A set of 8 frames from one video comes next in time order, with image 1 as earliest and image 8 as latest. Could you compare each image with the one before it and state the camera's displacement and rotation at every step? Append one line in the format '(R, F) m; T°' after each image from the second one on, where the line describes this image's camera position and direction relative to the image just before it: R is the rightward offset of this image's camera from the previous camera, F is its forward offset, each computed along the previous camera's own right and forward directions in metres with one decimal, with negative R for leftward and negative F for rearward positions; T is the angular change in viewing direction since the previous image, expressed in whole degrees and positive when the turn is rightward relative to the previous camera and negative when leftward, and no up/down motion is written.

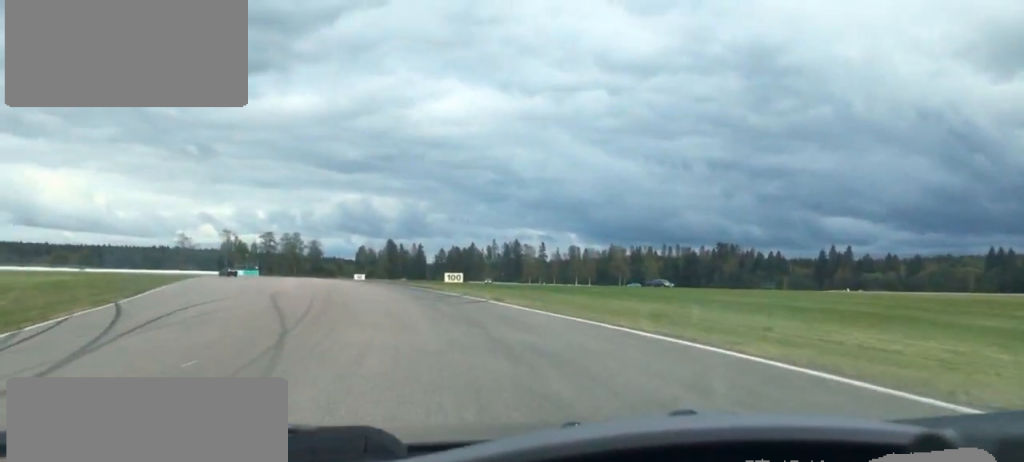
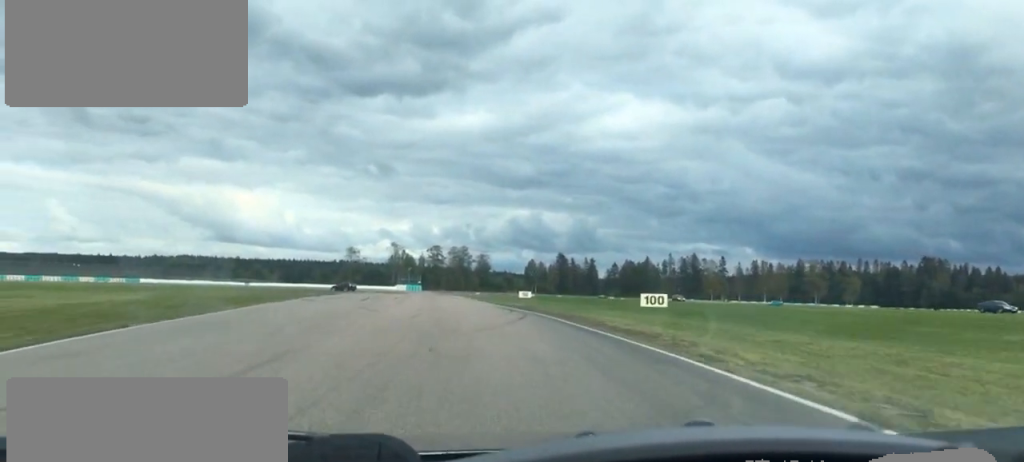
(-2.0, +18.1) m; -7°
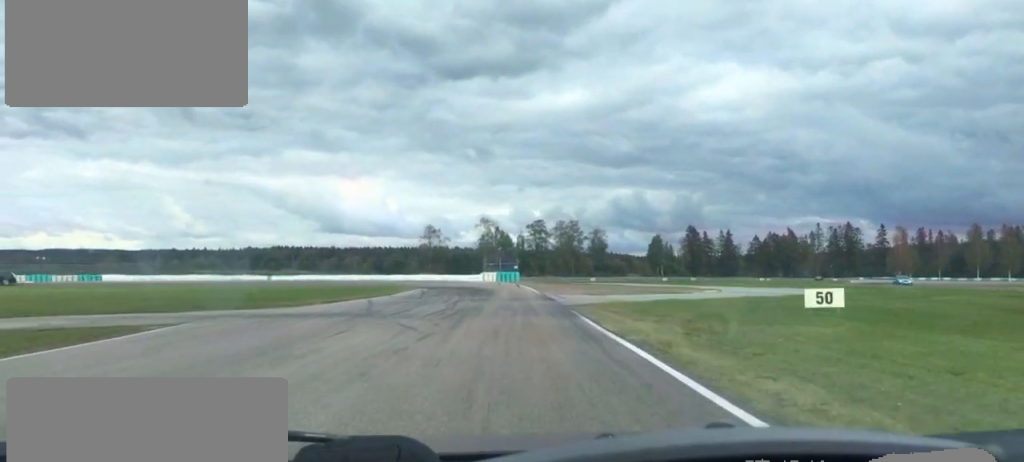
(-5.5, +62.1) m; -7°
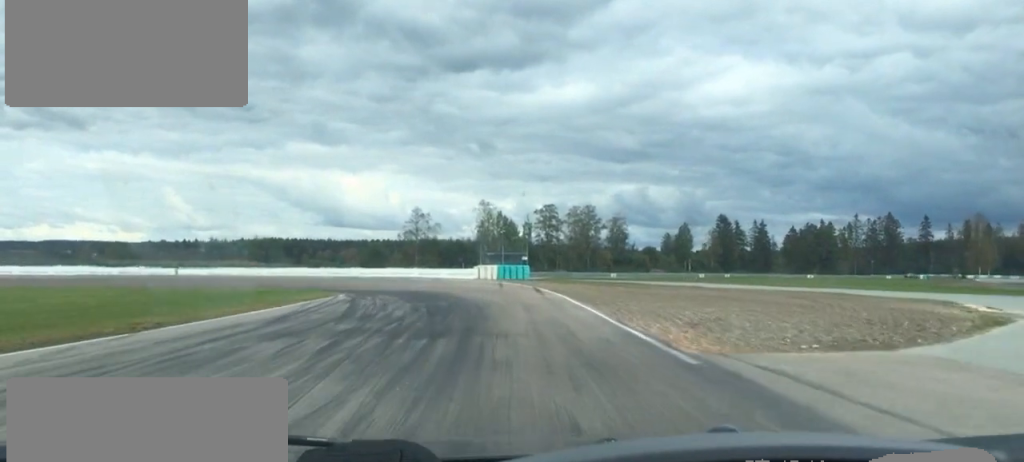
(-0.5, +37.8) m; -1°
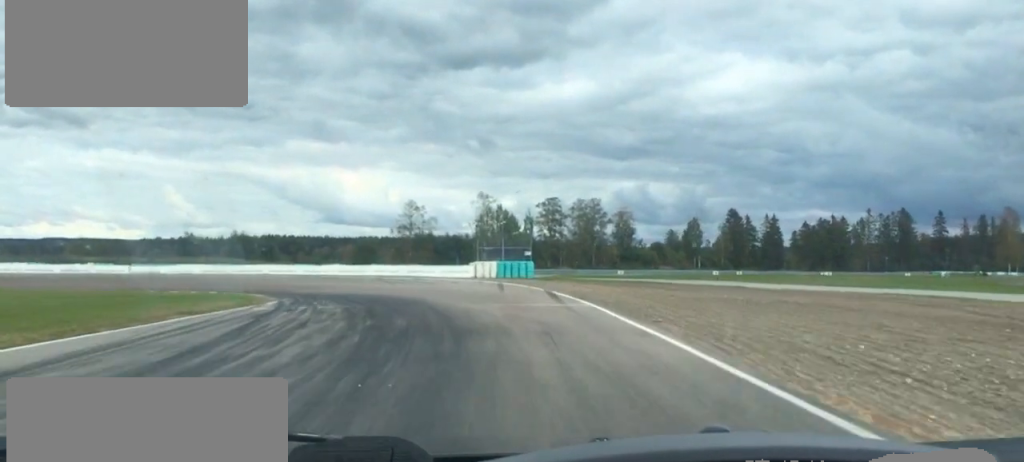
(0.0, +11.3) m; -1°
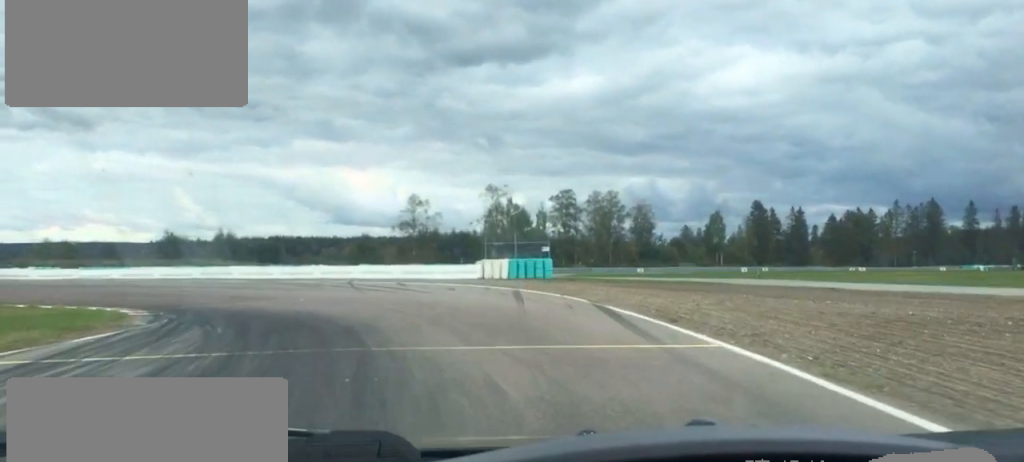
(+0.2, +12.2) m; -2°
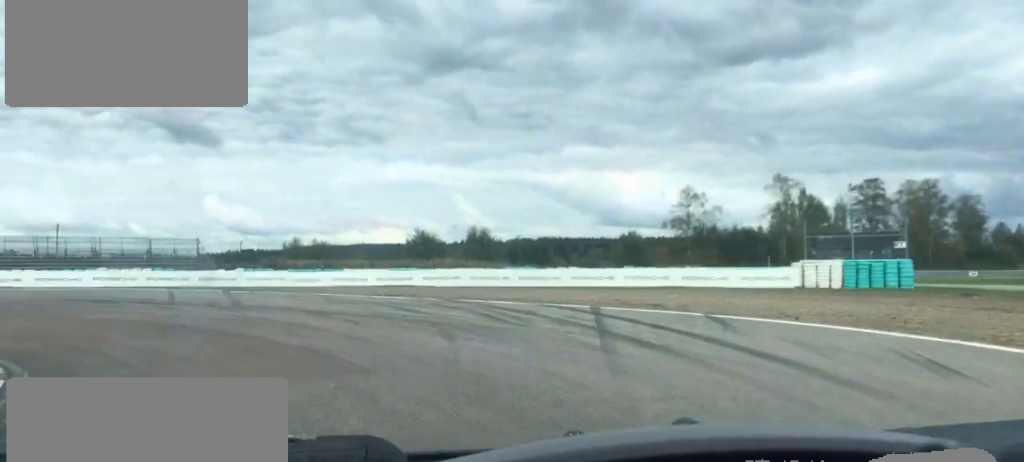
(-0.9, +19.0) m; -16°
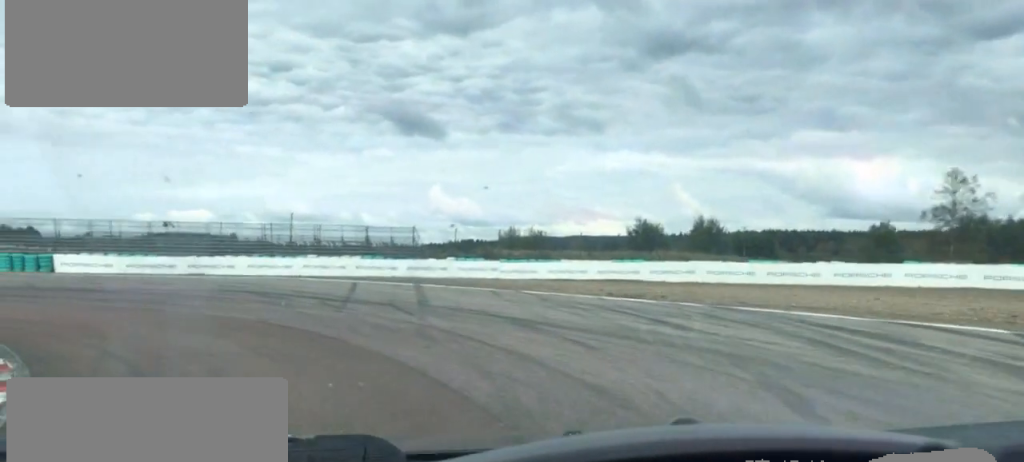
(-1.6, +7.1) m; -14°
